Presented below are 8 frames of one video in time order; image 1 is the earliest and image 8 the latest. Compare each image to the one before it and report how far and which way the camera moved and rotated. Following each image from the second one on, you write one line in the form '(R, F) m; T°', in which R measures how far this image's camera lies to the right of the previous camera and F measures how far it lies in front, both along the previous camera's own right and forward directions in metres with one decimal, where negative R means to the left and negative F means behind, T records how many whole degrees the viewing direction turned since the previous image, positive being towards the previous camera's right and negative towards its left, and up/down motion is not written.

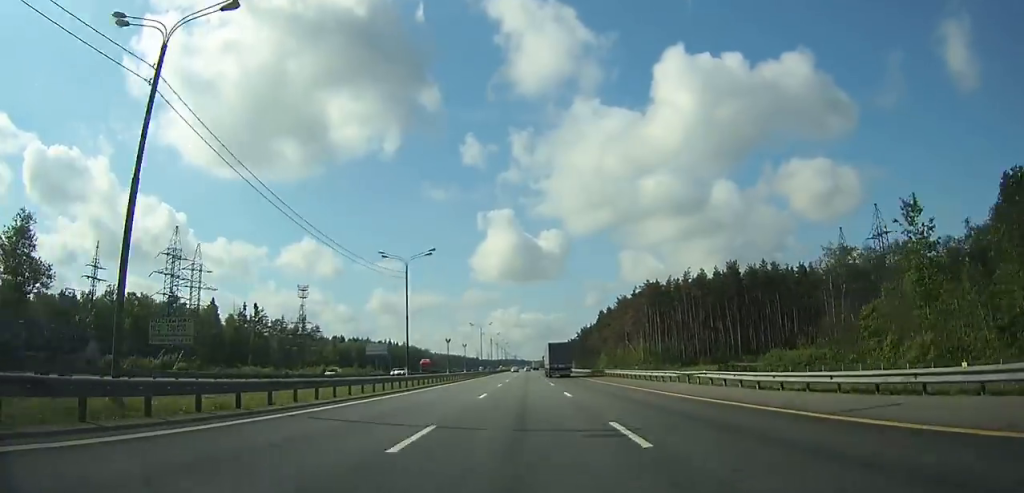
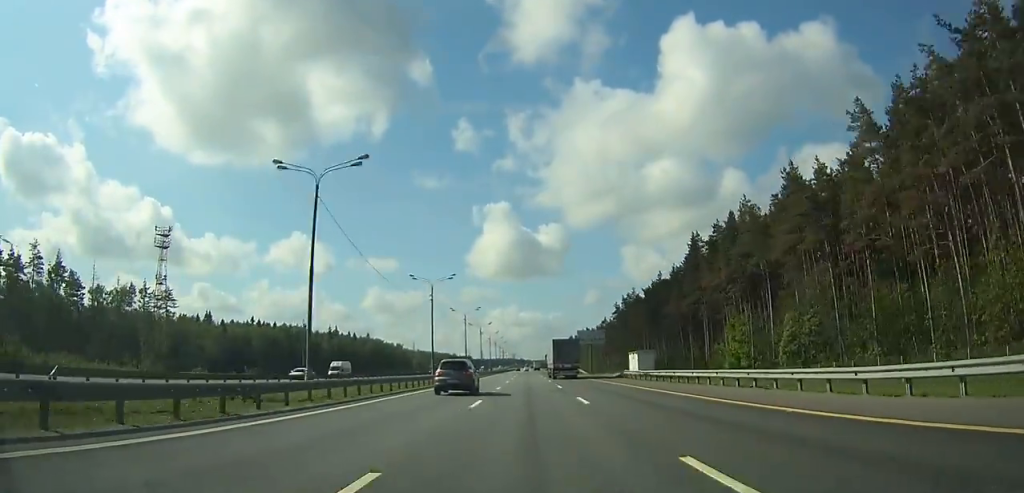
(-0.3, +134.3) m; 0°
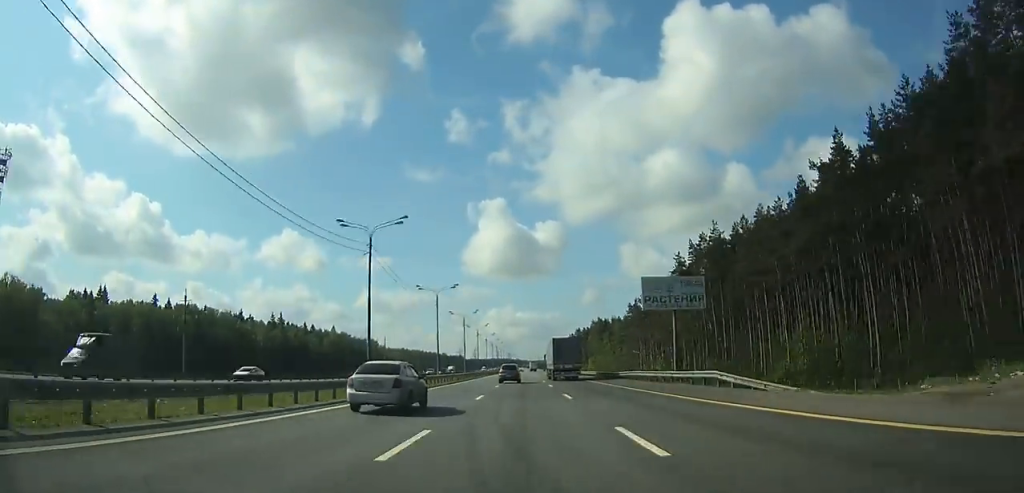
(-0.1, +75.1) m; 0°
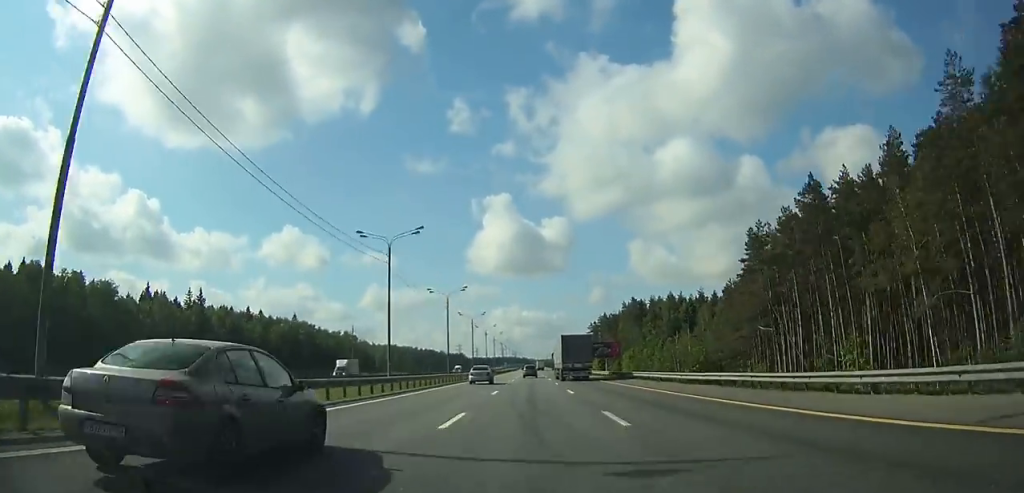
(+0.1, +75.7) m; 0°
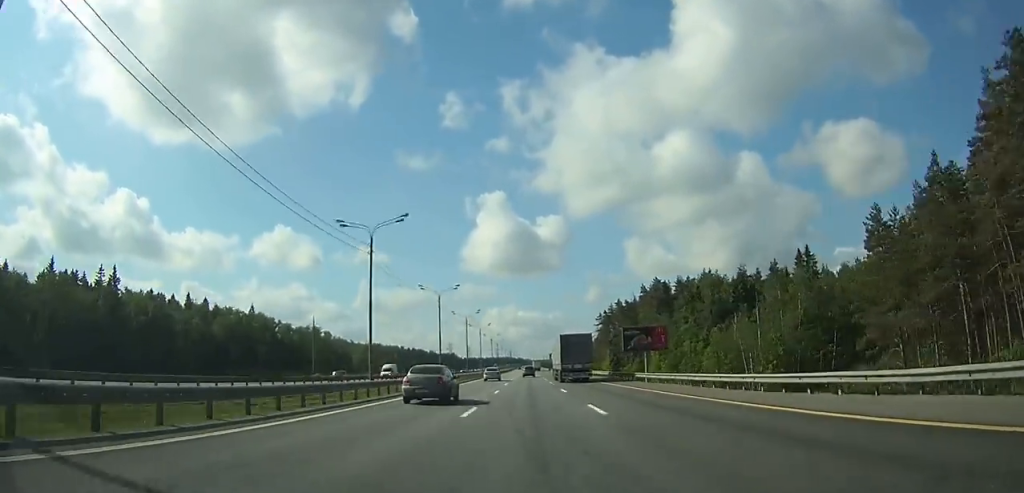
(0.0, +45.4) m; 0°
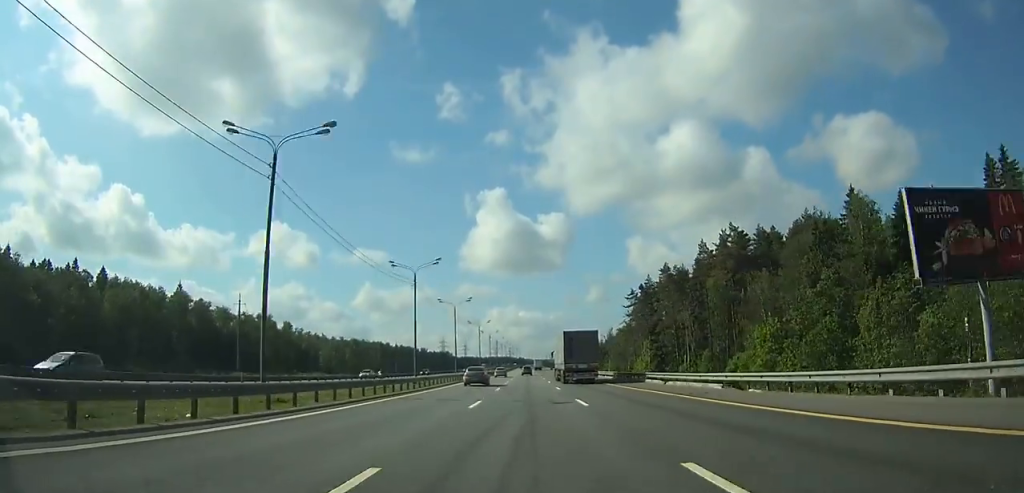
(-0.1, +60.6) m; 0°
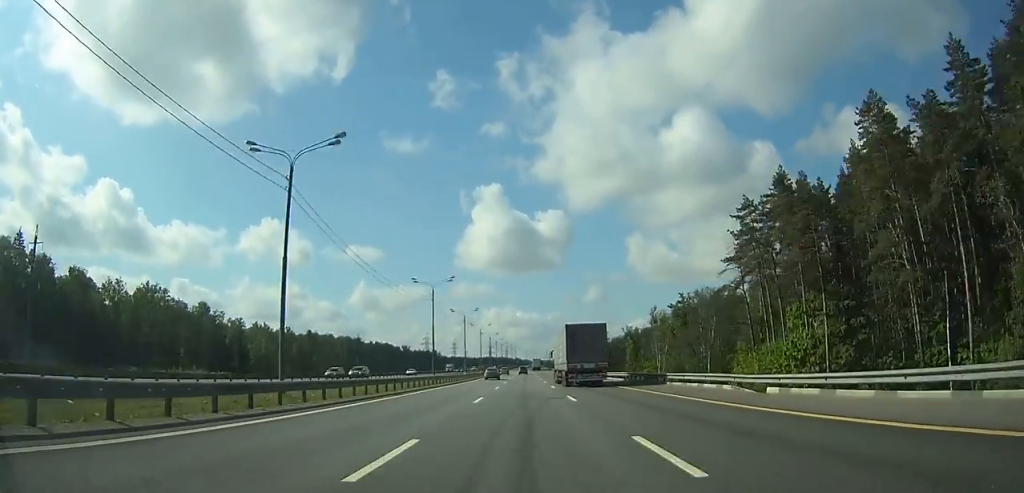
(0.0, +76.6) m; 0°
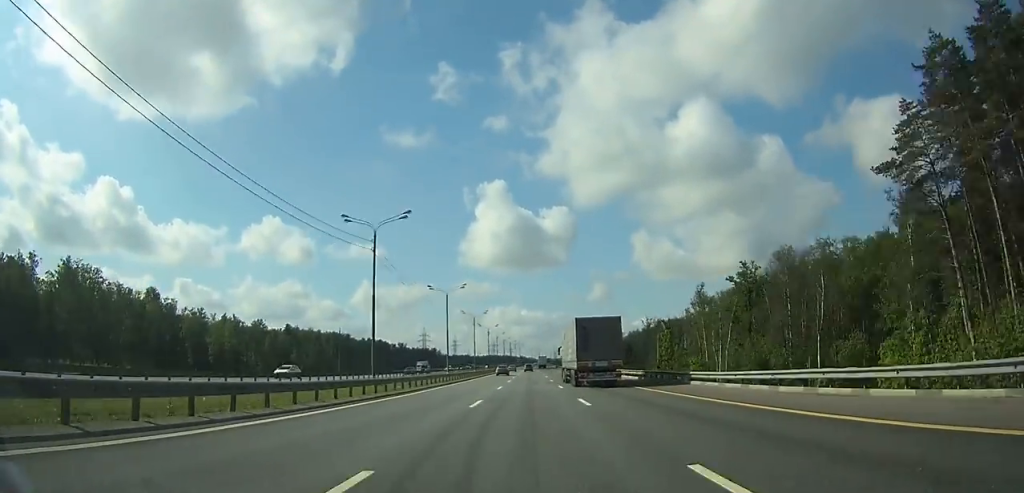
(0.0, +35.1) m; 0°
